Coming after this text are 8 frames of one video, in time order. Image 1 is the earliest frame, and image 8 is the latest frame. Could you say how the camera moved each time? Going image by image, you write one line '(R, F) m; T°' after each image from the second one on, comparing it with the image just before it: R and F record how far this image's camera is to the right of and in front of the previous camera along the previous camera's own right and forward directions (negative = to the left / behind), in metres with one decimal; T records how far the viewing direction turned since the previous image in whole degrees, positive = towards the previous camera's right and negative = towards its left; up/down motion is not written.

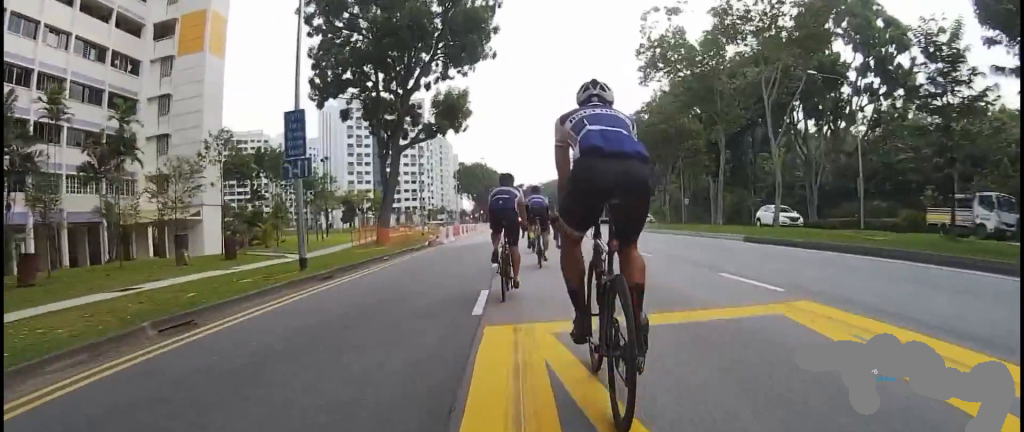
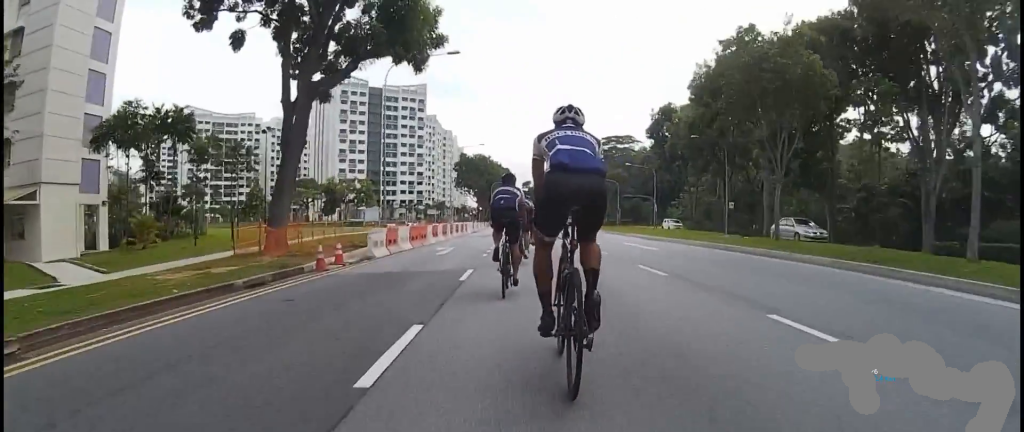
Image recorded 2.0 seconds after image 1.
(+1.3, +15.4) m; +12°
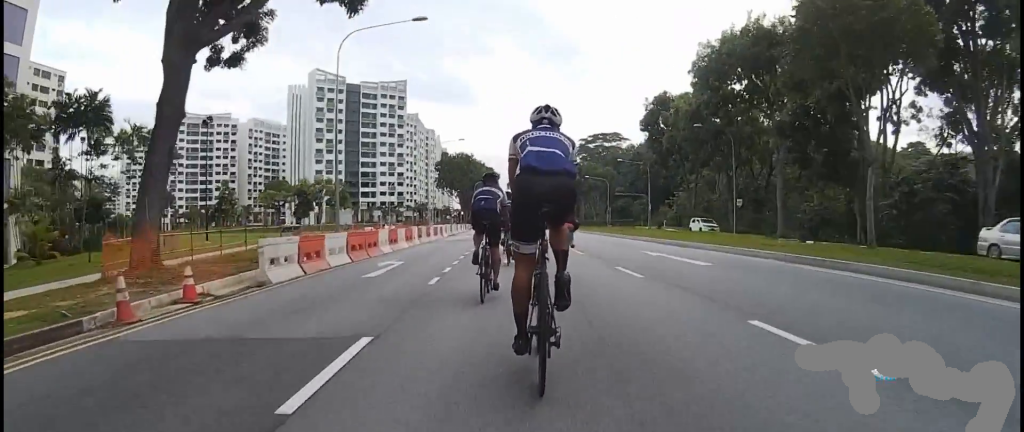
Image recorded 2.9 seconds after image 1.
(+0.5, +6.8) m; -3°
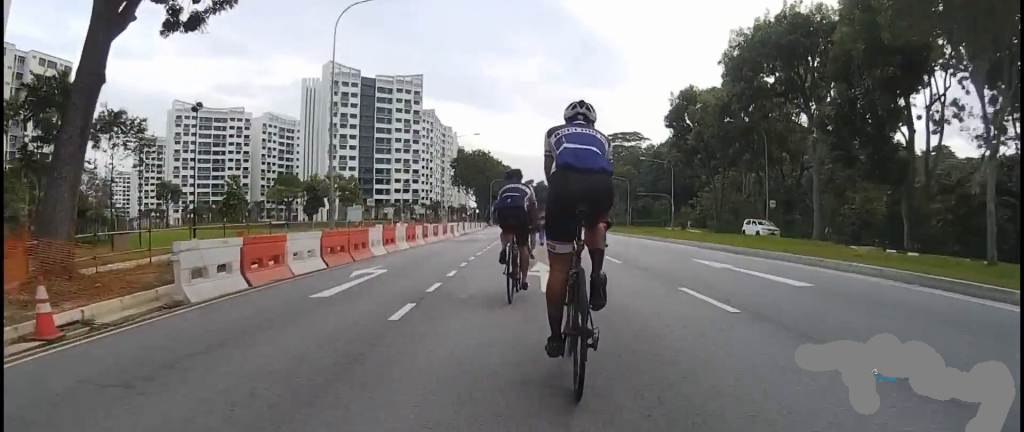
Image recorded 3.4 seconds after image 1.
(-0.6, +3.8) m; -4°
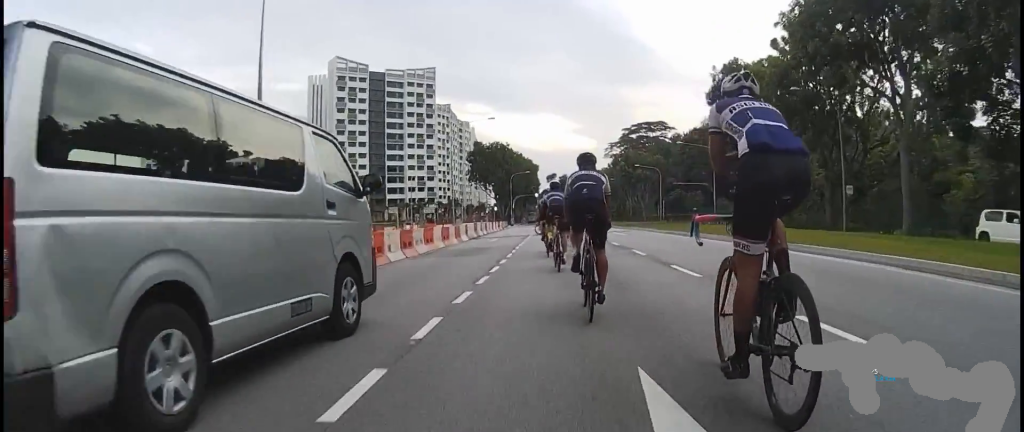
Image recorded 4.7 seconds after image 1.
(-0.2, +10.2) m; -3°
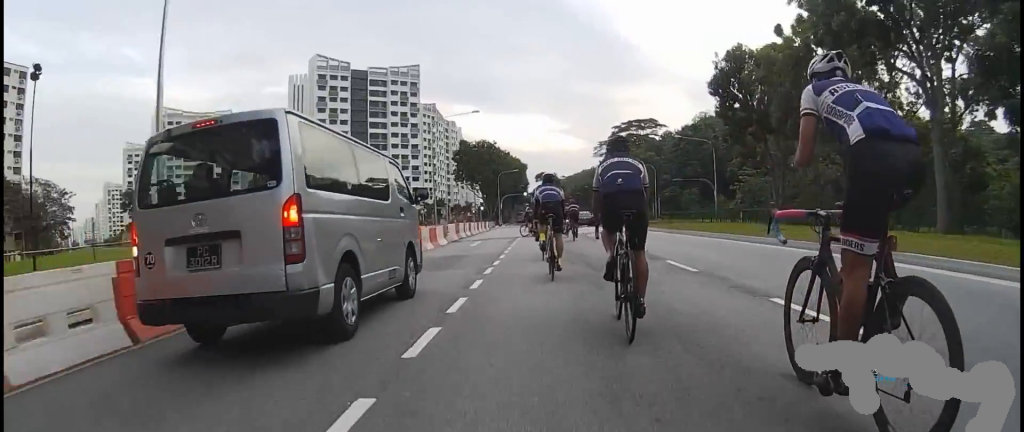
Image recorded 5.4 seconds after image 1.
(-0.3, +4.9) m; +5°
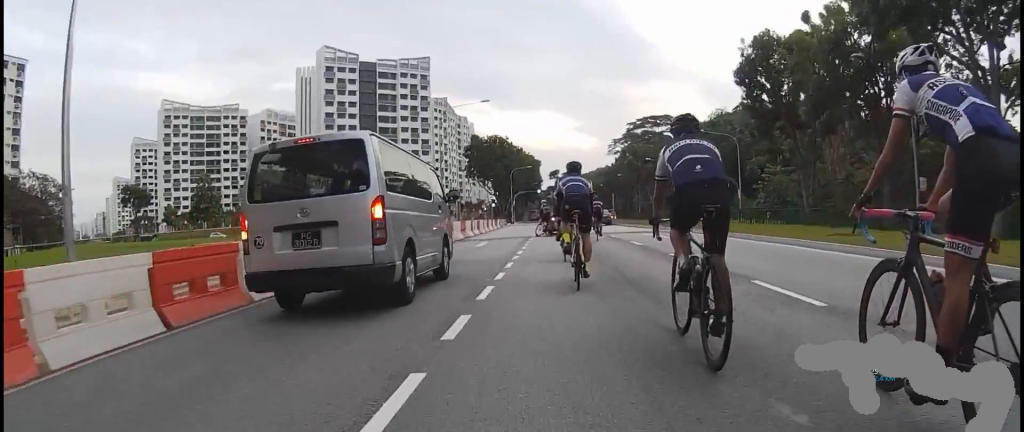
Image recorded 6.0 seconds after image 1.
(+0.1, +3.7) m; +3°
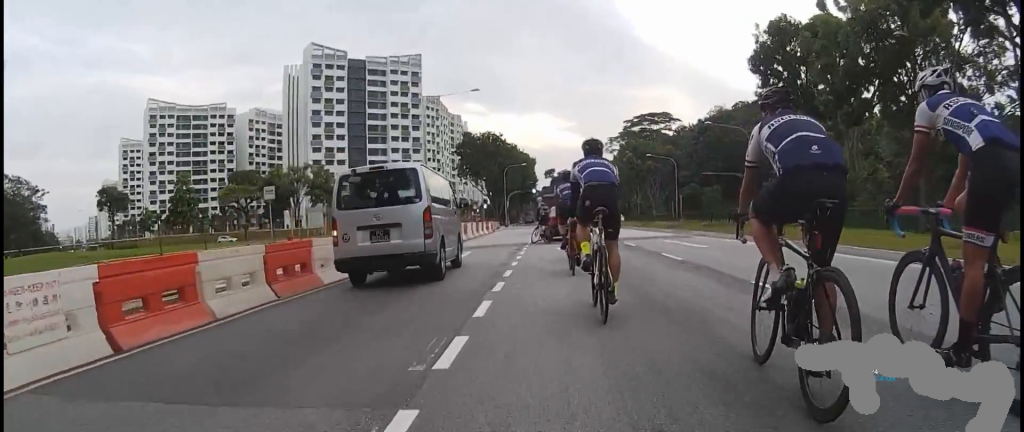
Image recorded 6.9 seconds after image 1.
(+0.8, +5.6) m; +1°
